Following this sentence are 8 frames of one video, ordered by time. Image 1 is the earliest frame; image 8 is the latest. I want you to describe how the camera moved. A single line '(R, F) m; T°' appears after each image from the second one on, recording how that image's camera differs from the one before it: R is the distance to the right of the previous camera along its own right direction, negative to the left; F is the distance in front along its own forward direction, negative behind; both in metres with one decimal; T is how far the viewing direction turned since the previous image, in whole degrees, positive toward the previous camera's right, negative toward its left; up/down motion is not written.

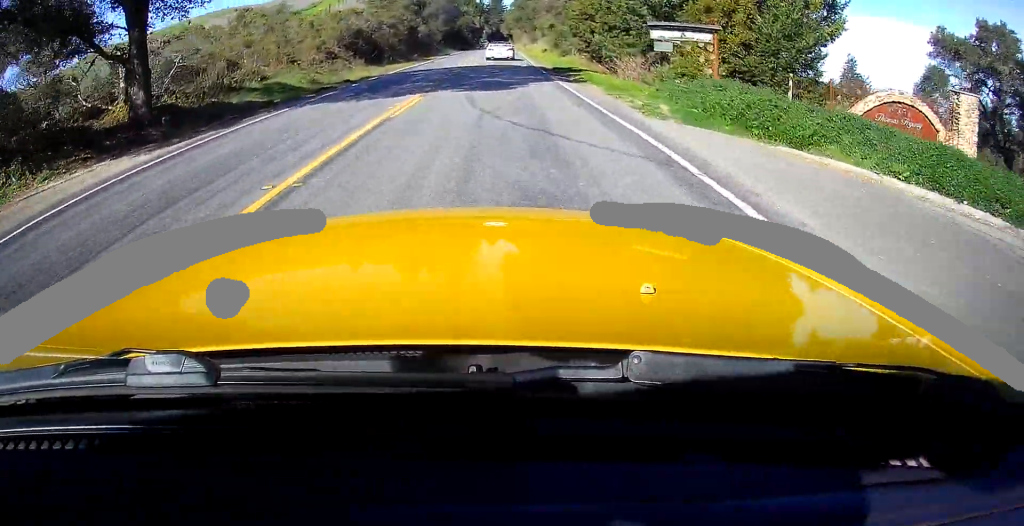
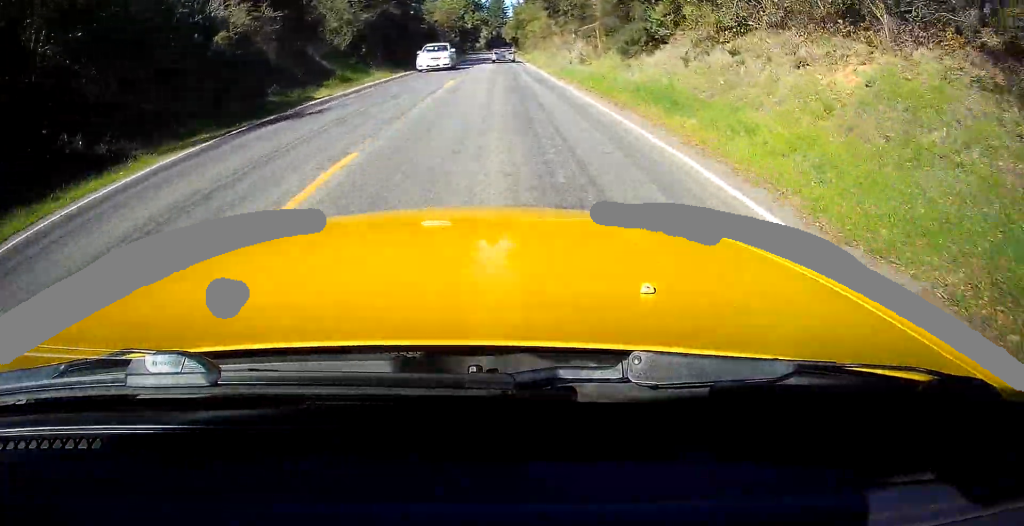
(-0.5, +51.4) m; 0°
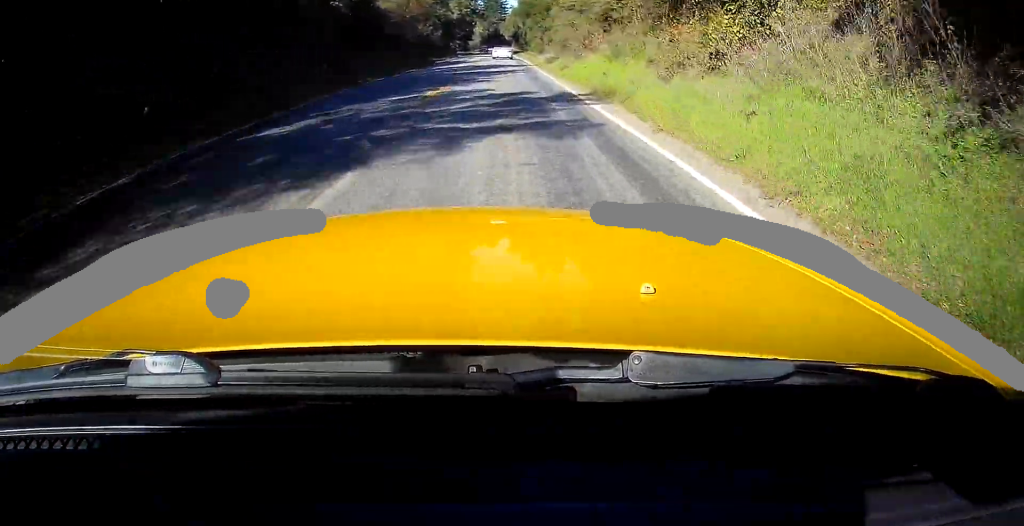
(+0.5, +35.1) m; +1°
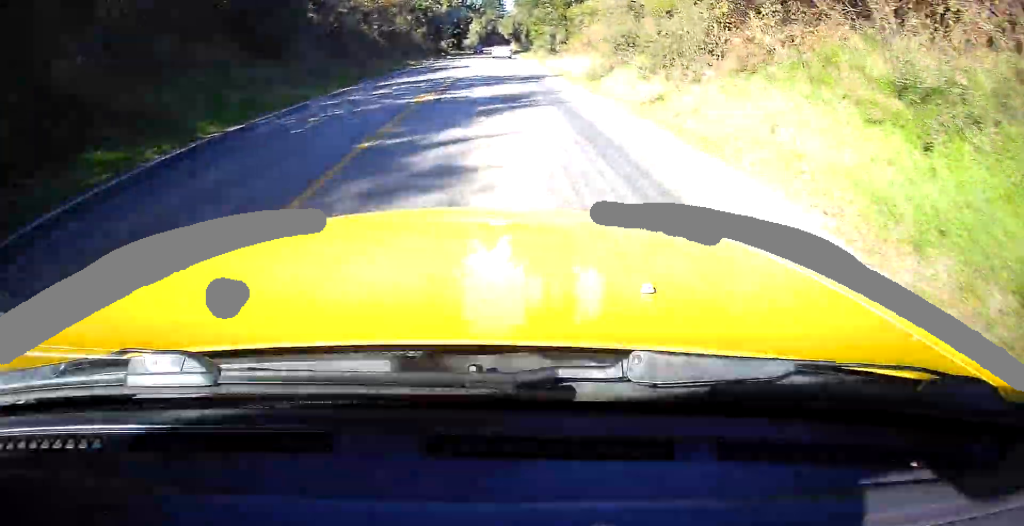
(+0.1, +14.7) m; 0°
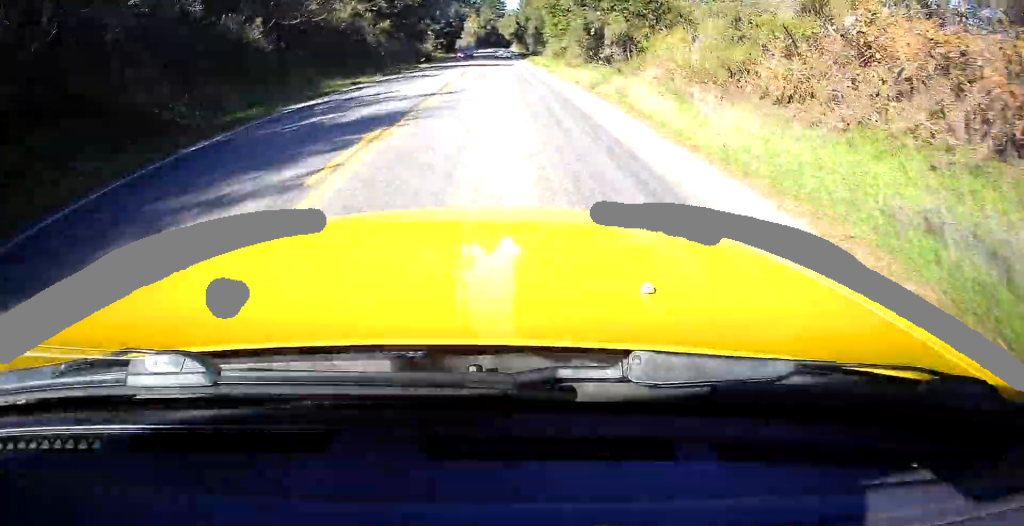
(-0.1, +22.5) m; 0°
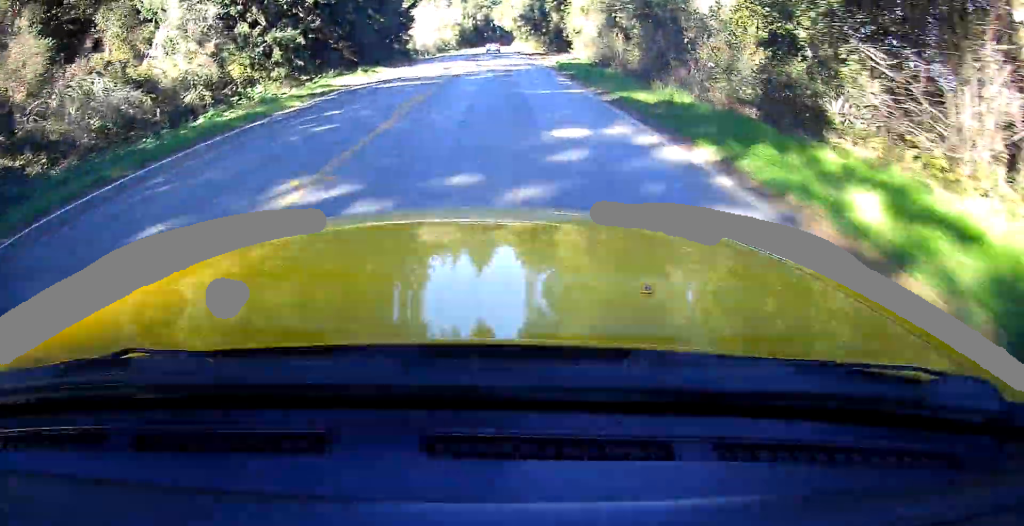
(+0.5, +68.8) m; +2°
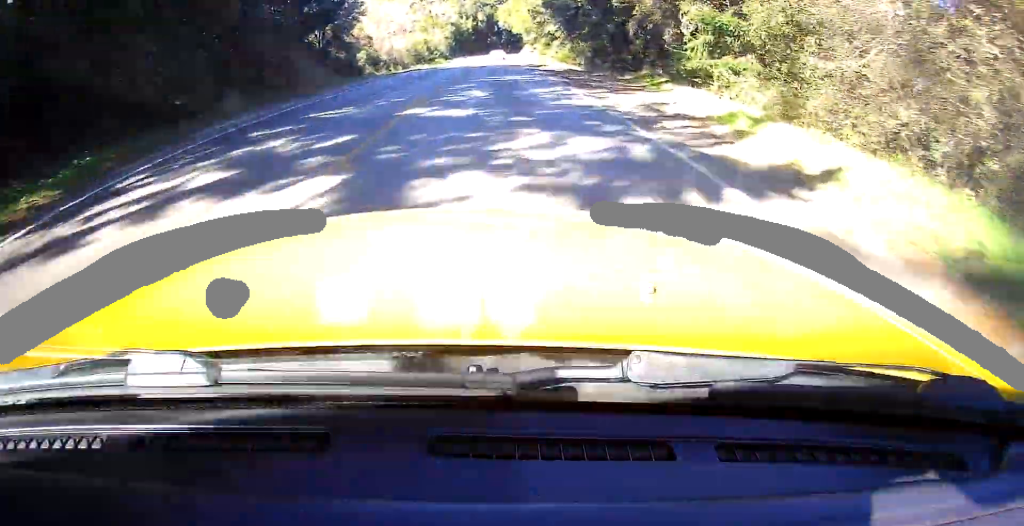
(+0.6, +29.9) m; +1°
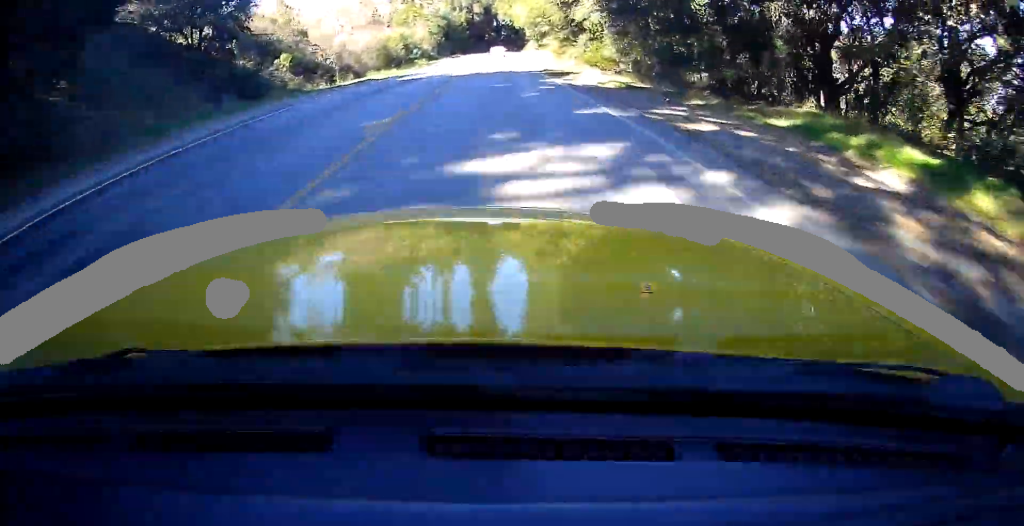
(+0.2, +18.2) m; 0°
